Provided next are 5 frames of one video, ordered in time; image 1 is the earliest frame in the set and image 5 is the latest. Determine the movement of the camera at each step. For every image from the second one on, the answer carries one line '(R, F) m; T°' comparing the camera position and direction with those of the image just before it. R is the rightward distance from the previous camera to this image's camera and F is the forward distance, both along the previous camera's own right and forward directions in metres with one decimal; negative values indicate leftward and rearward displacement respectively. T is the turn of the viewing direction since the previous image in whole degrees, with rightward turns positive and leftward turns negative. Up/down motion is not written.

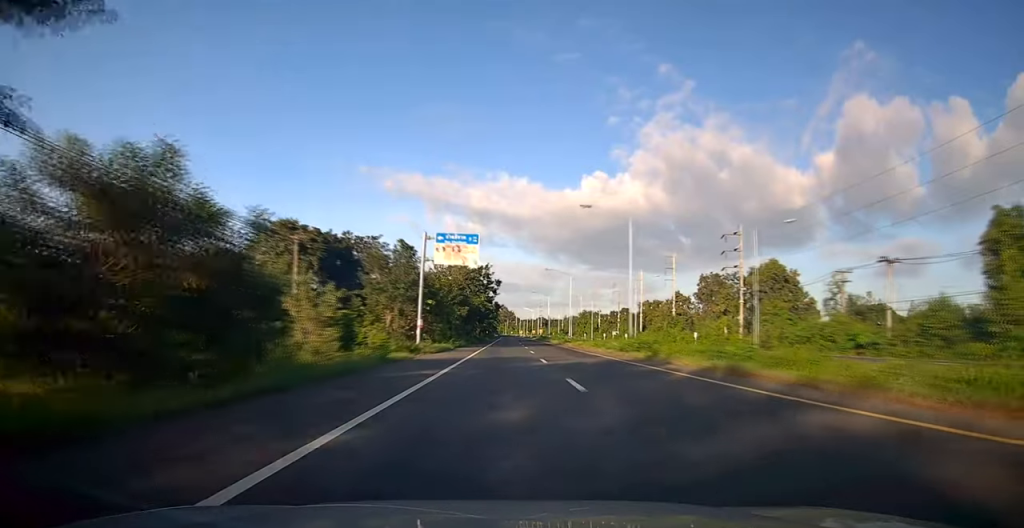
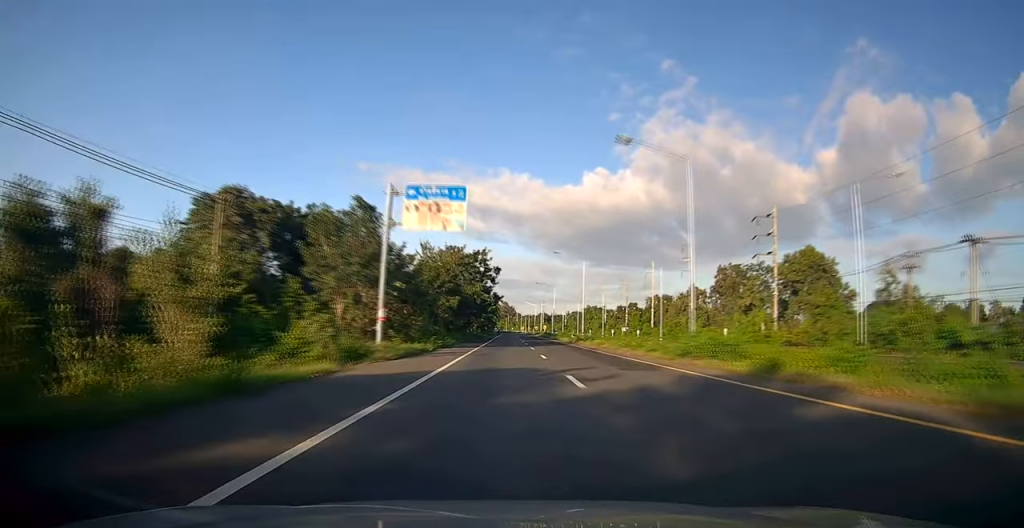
(+0.1, +11.9) m; 0°
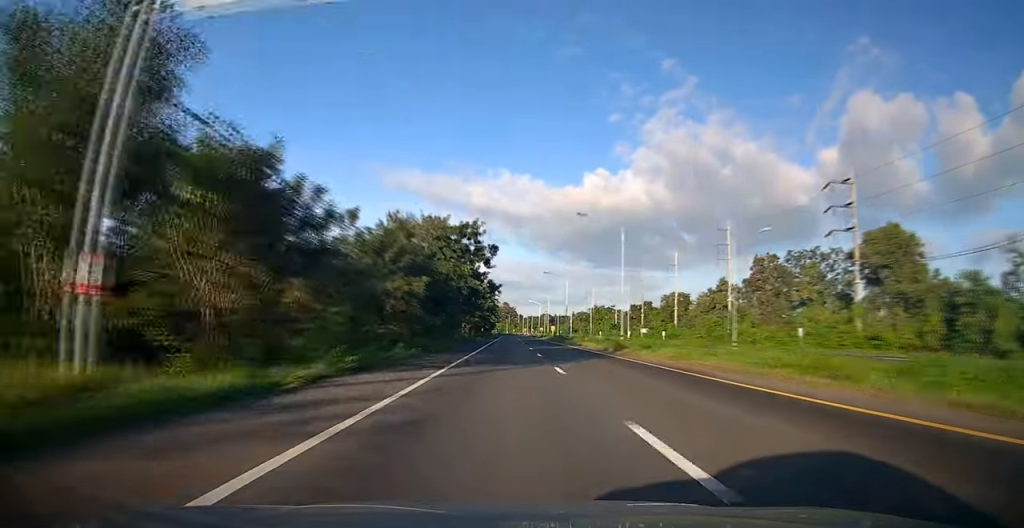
(-0.1, +19.9) m; 0°
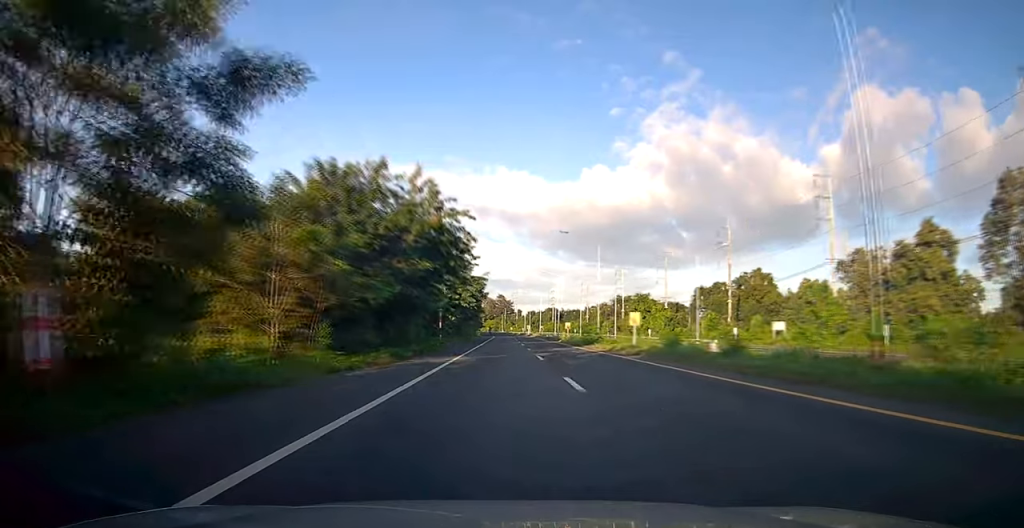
(-0.3, +65.5) m; 0°
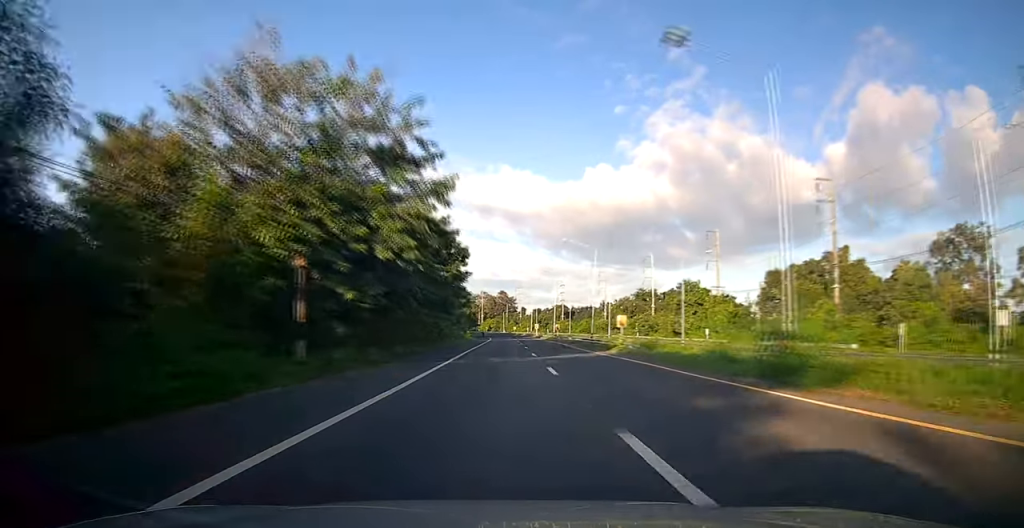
(+0.2, +32.0) m; 0°
